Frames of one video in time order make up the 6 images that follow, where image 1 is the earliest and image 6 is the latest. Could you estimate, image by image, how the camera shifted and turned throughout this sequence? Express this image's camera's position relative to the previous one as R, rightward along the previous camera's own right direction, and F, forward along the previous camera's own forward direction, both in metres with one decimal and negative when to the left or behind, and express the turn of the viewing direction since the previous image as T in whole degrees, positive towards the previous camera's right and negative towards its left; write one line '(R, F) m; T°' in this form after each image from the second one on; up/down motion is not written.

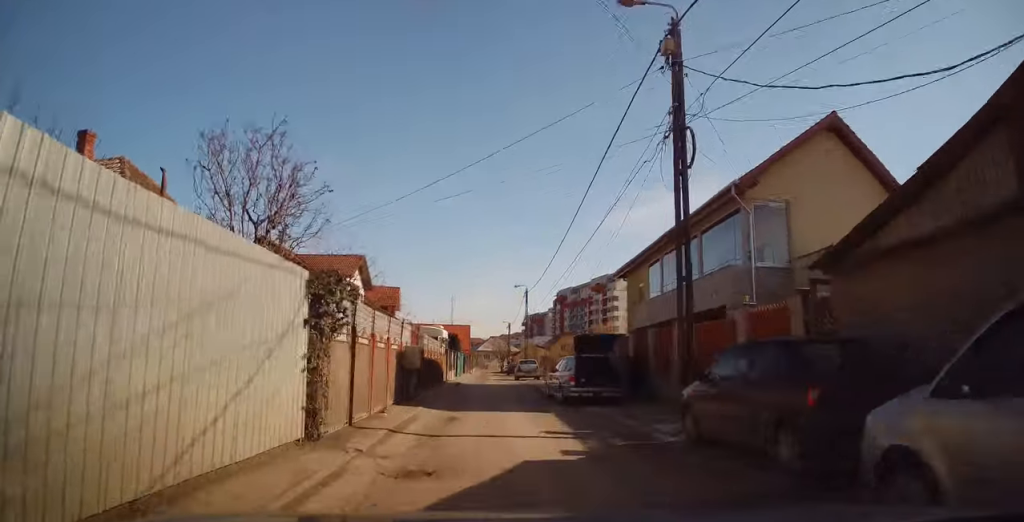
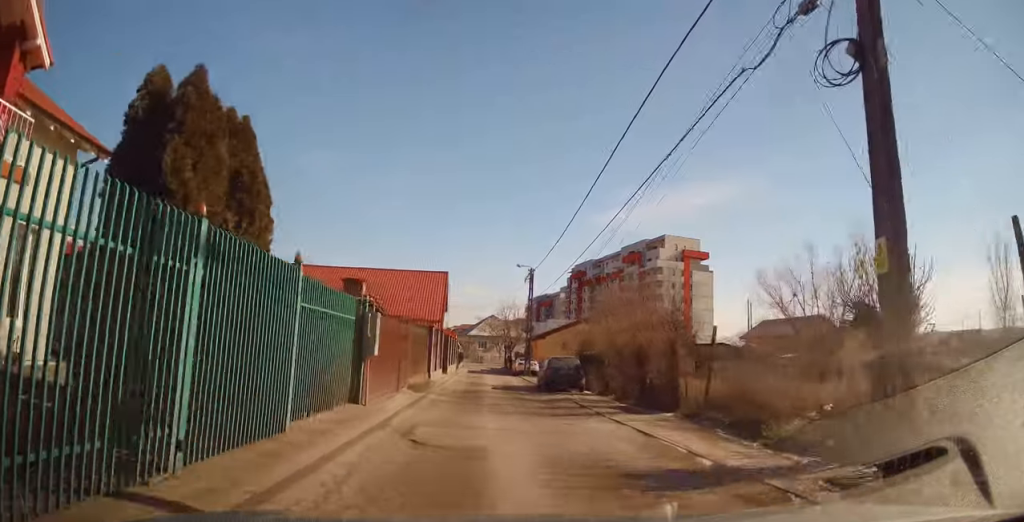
(+1.4, +48.0) m; +2°
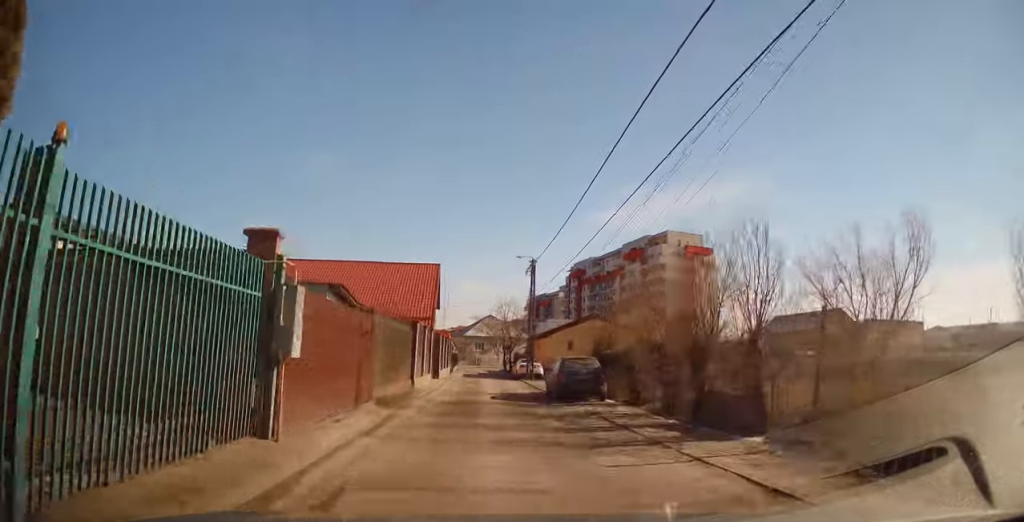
(0.0, +5.6) m; 0°
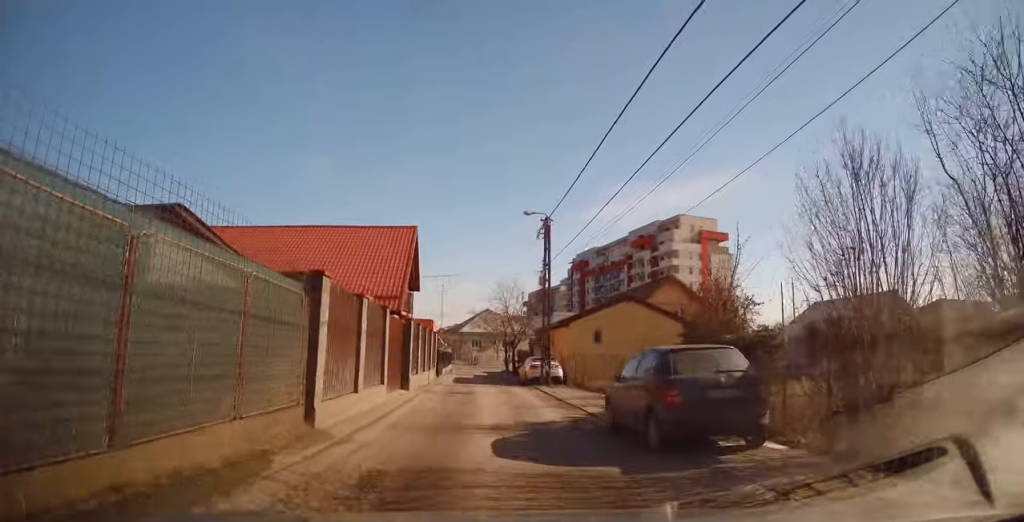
(-0.1, +14.1) m; +1°
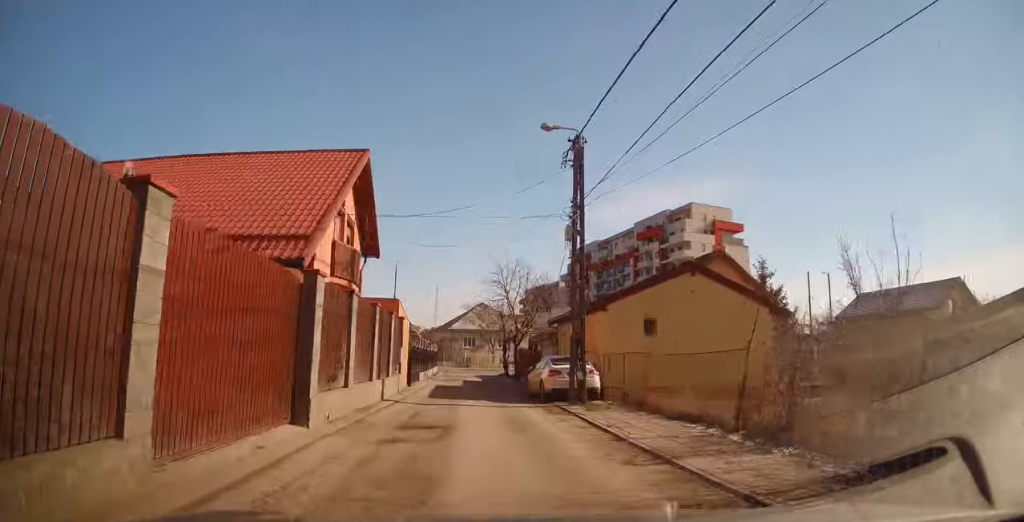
(+0.3, +11.7) m; +1°
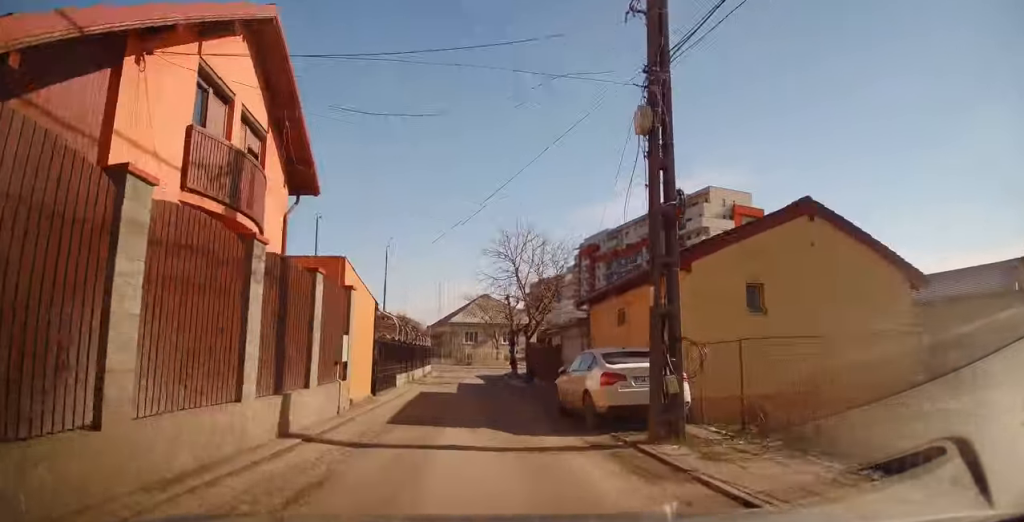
(-0.1, +7.8) m; -3°
